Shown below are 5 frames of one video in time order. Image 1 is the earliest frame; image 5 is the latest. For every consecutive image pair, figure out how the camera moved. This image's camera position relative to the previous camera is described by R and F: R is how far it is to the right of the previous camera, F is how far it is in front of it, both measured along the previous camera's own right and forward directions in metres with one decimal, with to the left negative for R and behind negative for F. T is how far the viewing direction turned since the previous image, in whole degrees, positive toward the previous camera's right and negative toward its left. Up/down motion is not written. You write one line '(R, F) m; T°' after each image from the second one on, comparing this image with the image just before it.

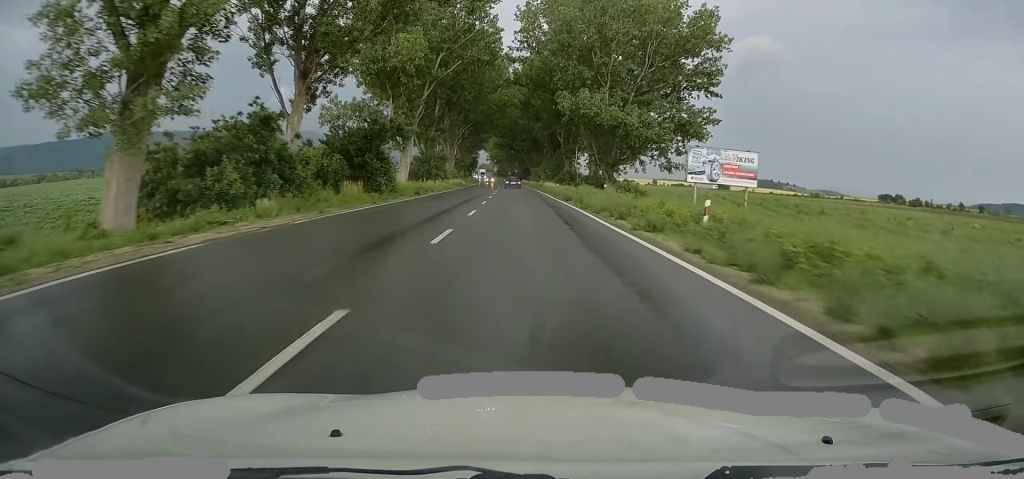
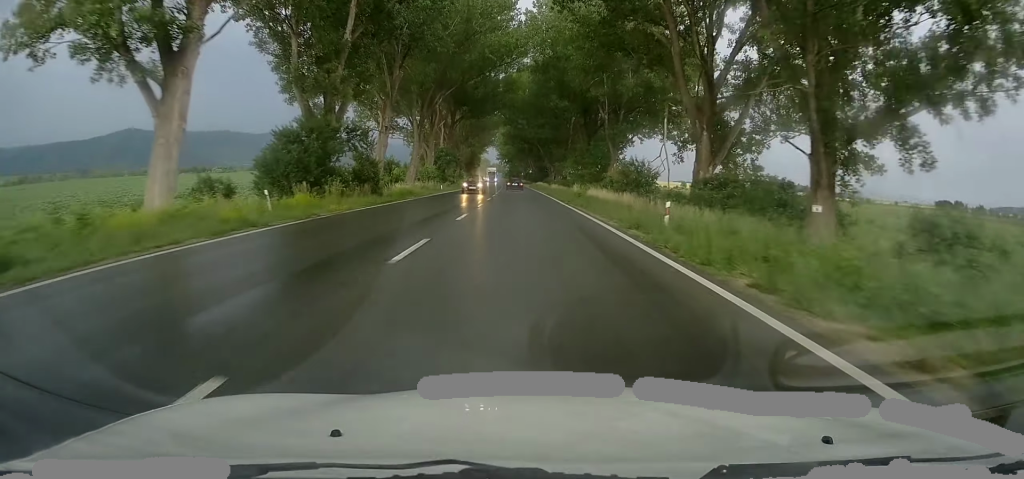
(+0.1, +47.4) m; -1°
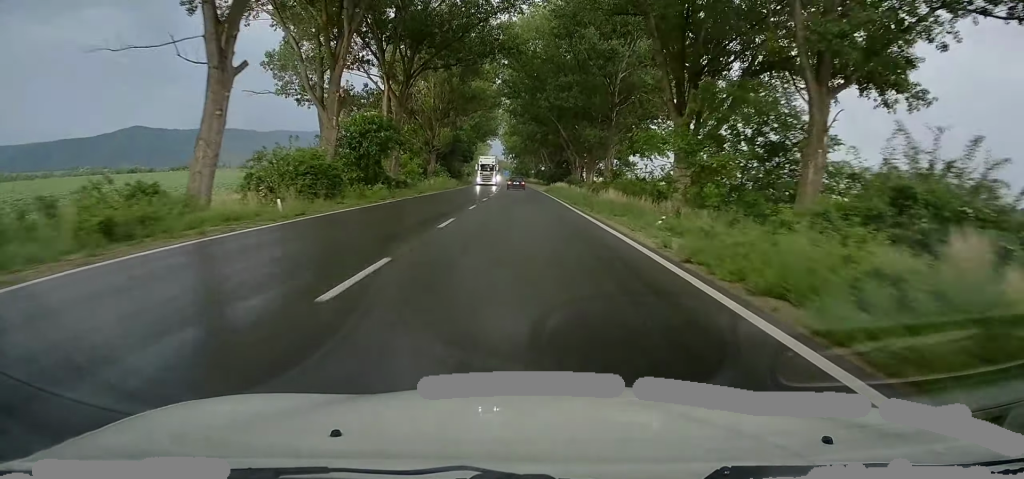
(-0.8, +47.6) m; -1°
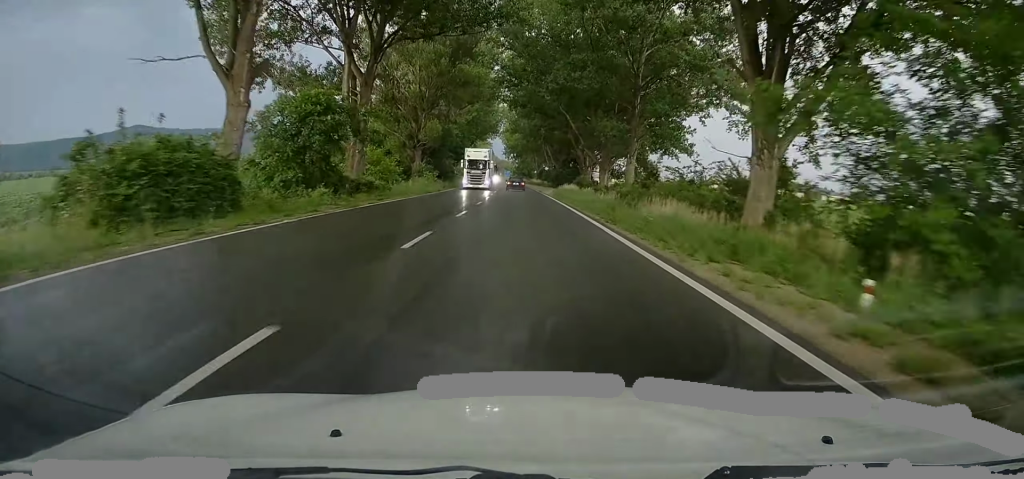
(0.0, +13.3) m; 0°
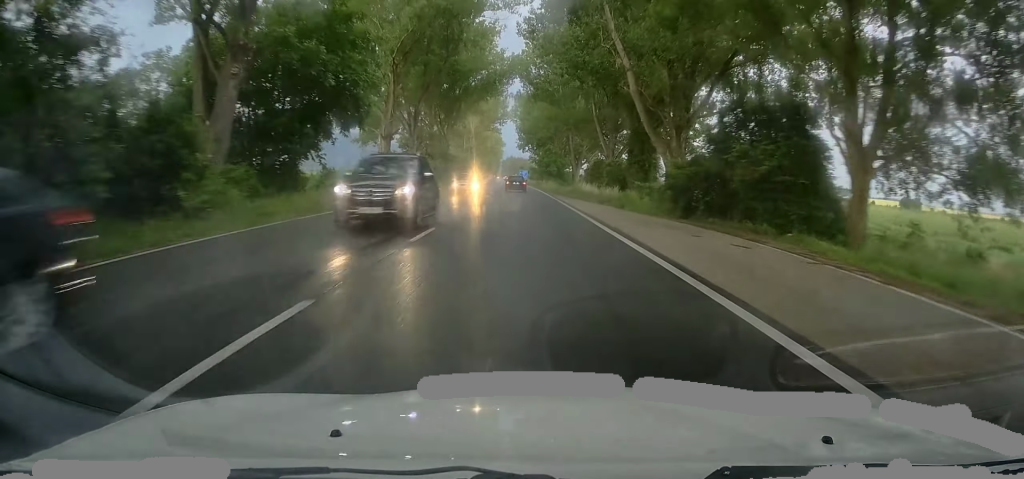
(-1.9, +79.1) m; -2°
